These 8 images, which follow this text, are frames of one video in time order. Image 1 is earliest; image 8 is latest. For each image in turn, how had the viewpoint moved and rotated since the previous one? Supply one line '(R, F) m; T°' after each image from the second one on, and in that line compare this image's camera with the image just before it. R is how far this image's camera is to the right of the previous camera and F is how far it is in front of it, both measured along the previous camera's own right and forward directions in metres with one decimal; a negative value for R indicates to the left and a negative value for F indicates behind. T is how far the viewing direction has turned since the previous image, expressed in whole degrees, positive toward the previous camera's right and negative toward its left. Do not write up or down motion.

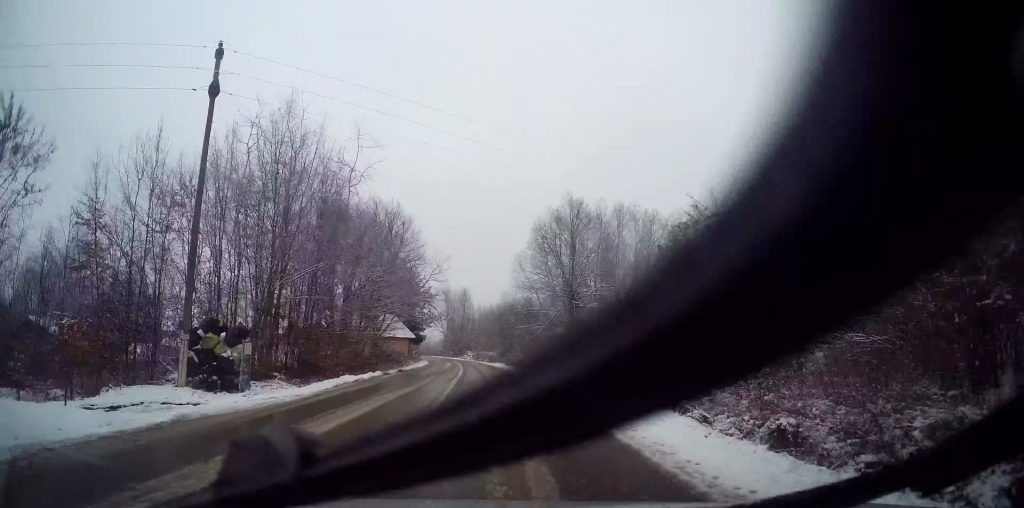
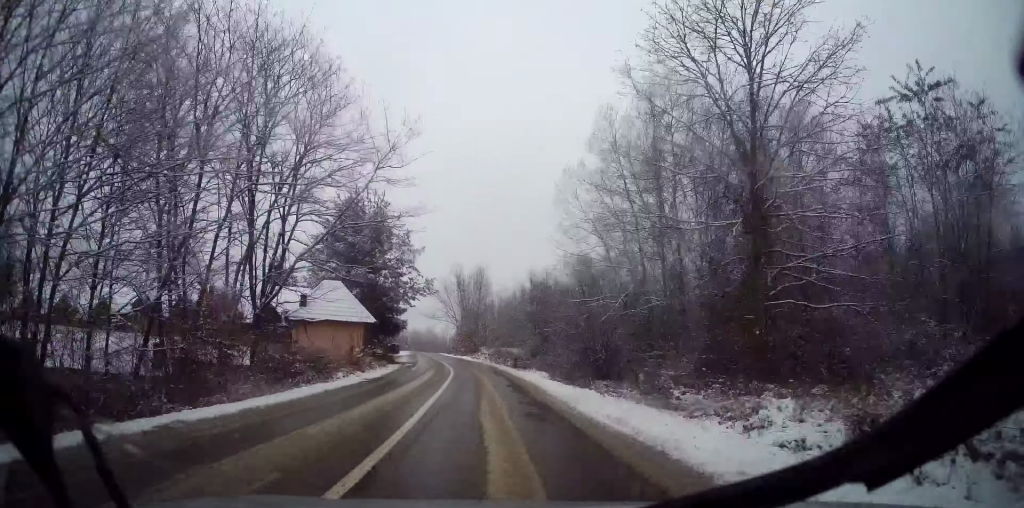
(+0.3, +27.1) m; -1°
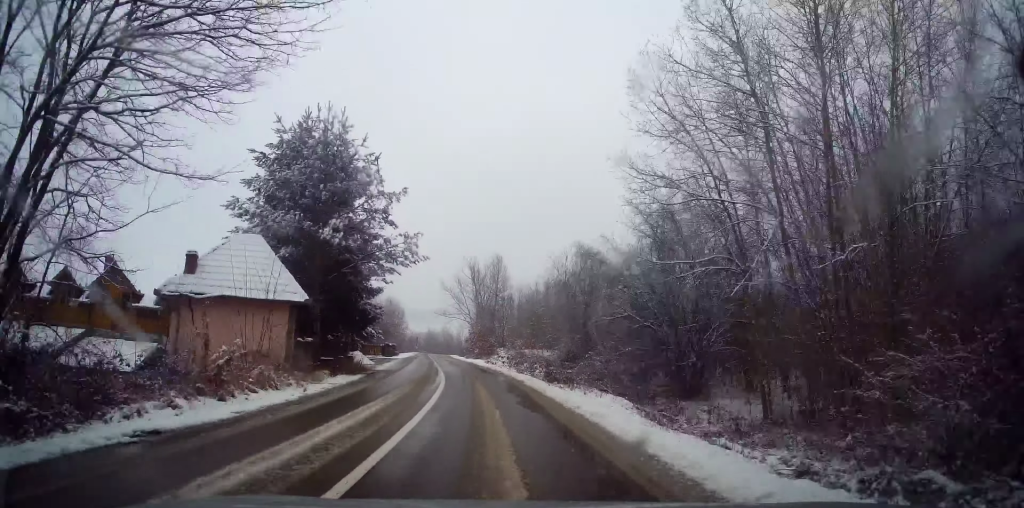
(-0.3, +13.8) m; -2°
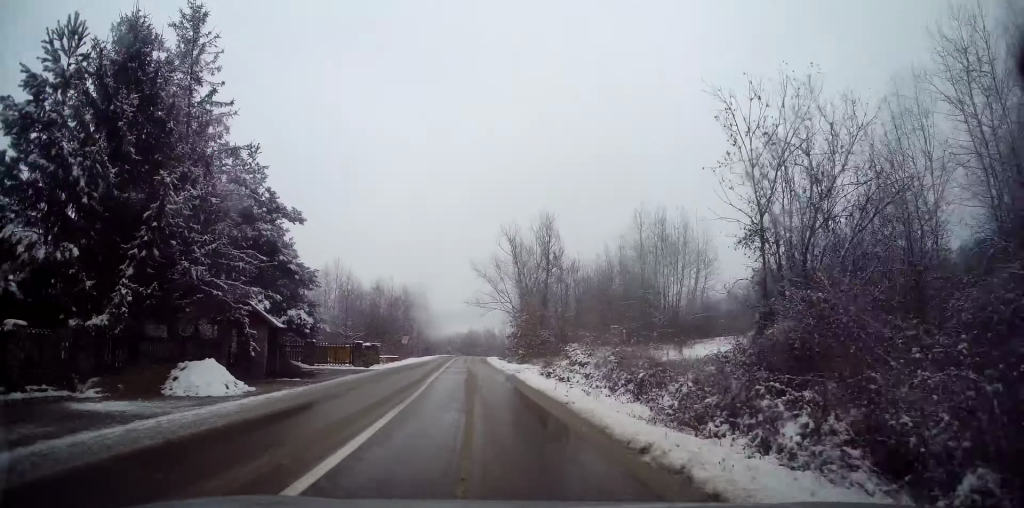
(-0.4, +23.7) m; -4°
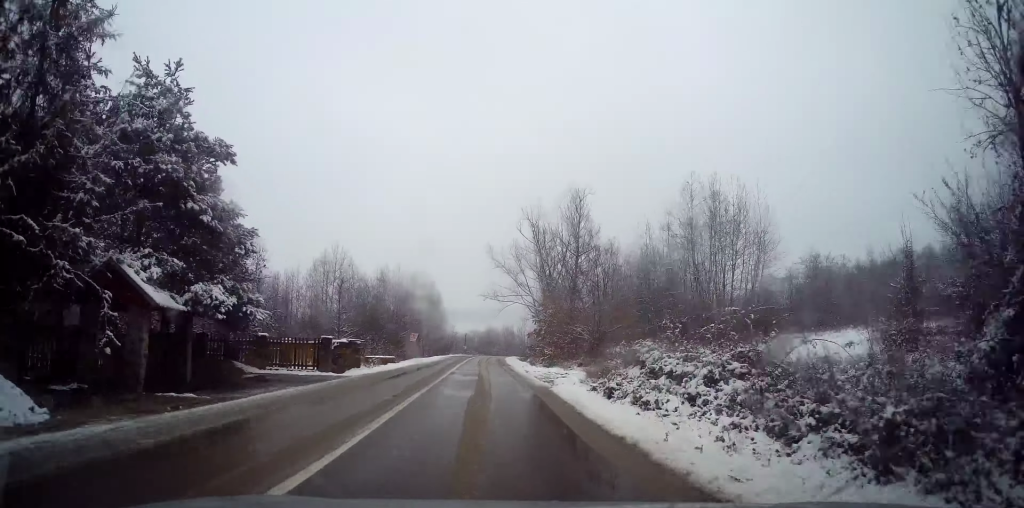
(-0.3, +8.5) m; -2°
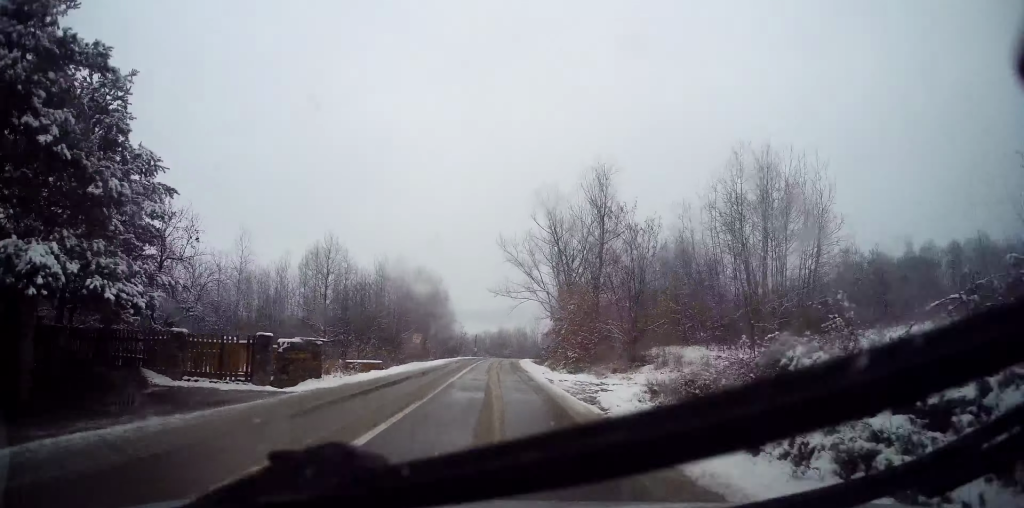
(-0.2, +6.8) m; -1°
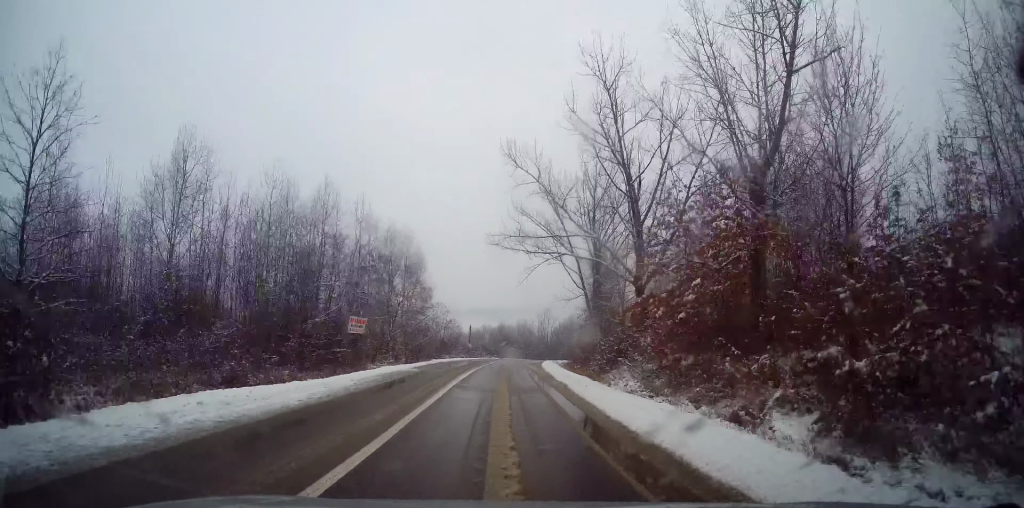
(-0.3, +28.3) m; -1°
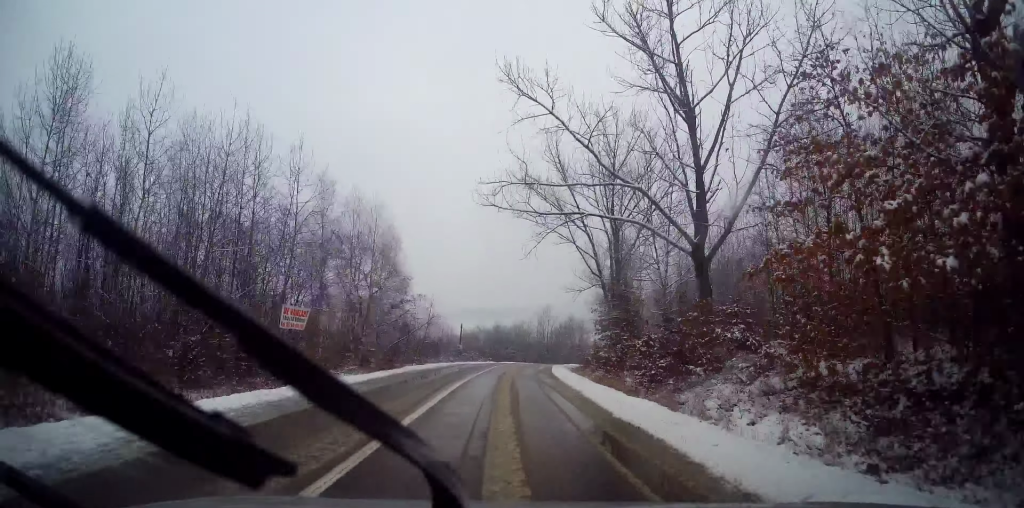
(0.0, +10.5) m; 0°
